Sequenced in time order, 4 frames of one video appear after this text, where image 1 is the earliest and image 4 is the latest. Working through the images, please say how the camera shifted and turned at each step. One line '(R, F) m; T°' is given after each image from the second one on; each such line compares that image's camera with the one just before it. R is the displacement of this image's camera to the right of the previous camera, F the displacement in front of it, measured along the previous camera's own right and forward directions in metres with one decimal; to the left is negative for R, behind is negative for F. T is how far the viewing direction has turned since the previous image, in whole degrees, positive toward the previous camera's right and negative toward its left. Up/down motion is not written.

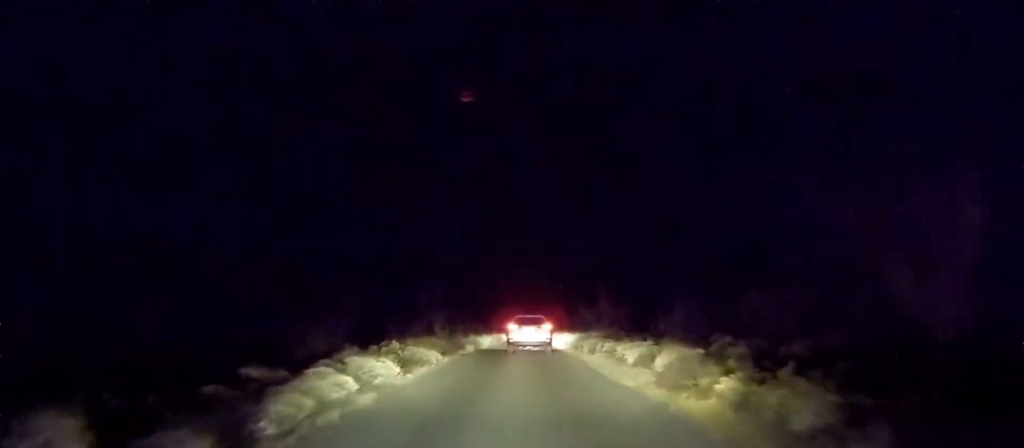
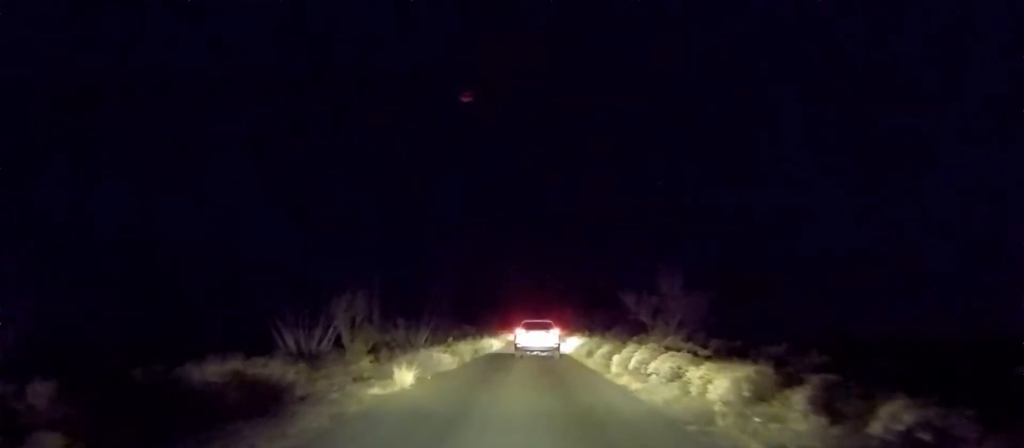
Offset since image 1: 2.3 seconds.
(-0.5, +14.8) m; +1°
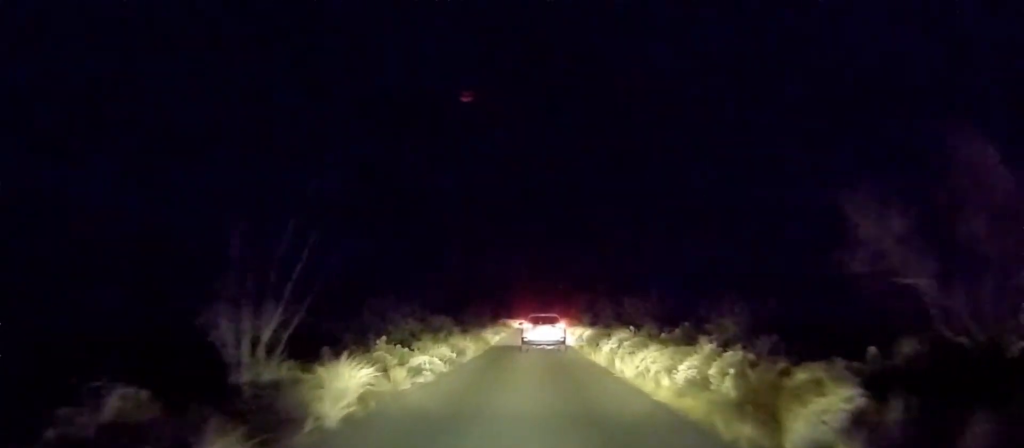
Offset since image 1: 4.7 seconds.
(0.0, +14.9) m; -1°
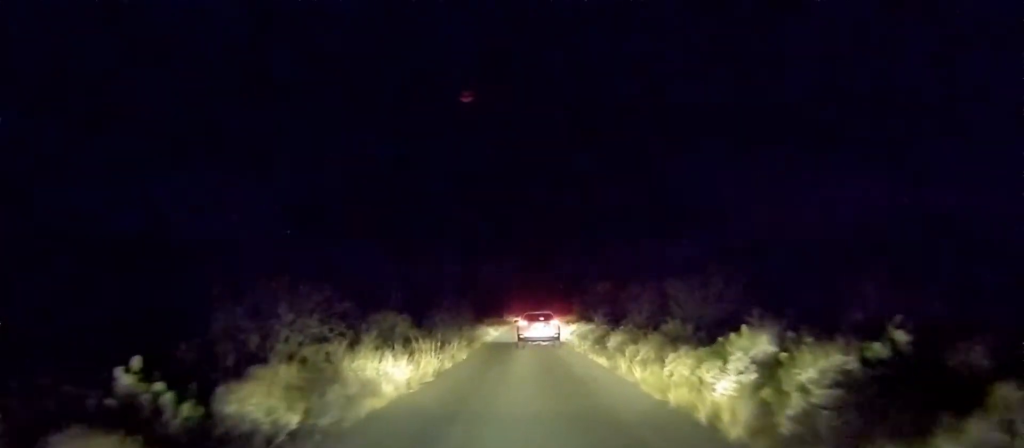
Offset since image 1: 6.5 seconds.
(-0.8, +11.0) m; -4°
